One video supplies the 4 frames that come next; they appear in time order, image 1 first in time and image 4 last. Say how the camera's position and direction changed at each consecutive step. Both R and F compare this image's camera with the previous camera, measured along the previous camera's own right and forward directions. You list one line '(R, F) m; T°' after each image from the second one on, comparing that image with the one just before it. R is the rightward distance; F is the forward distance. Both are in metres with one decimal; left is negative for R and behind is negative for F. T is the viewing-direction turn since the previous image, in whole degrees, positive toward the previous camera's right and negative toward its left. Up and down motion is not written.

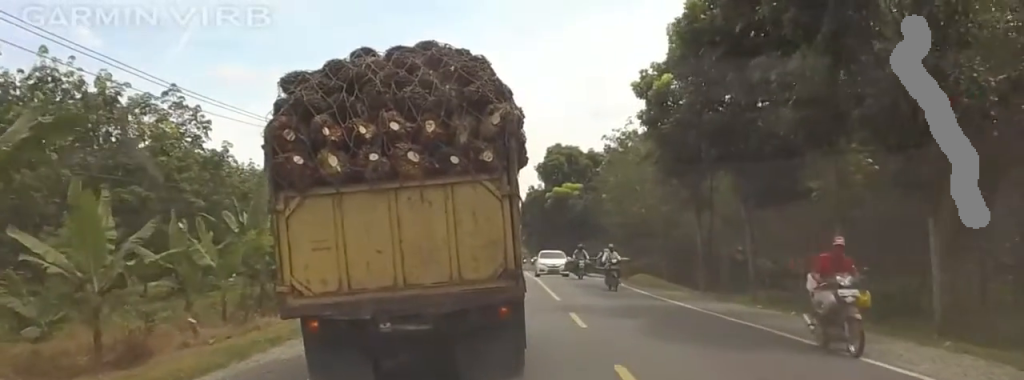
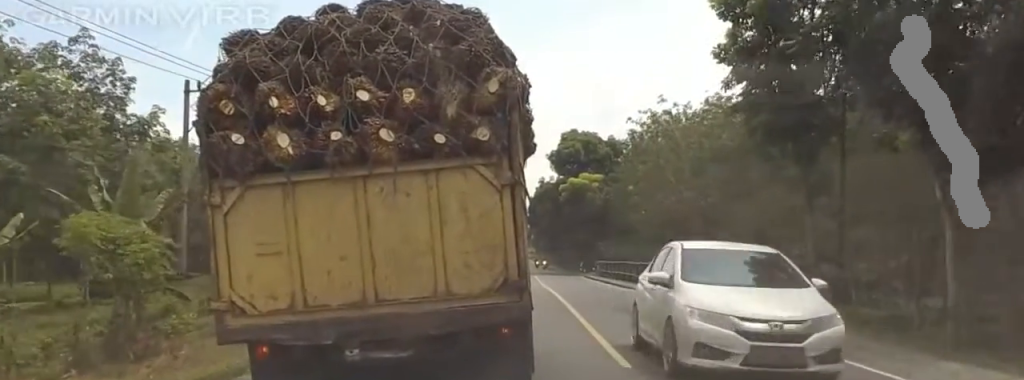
(-0.2, +24.6) m; -1°
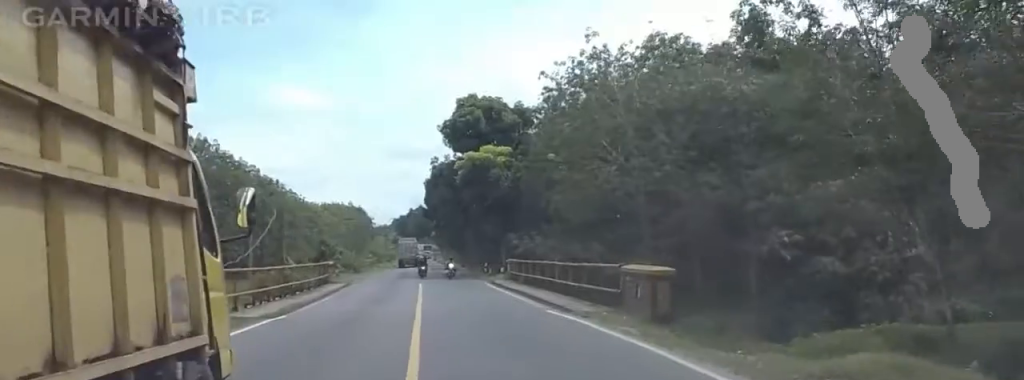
(+0.6, +27.0) m; 0°
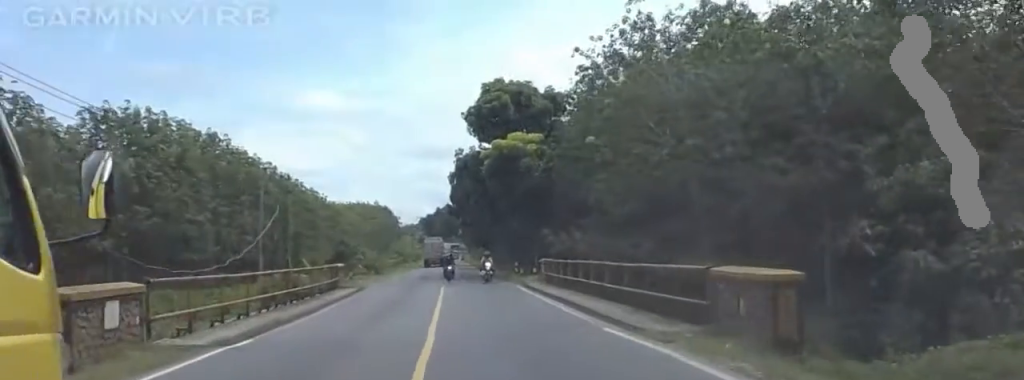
(-0.1, +6.0) m; -3°
